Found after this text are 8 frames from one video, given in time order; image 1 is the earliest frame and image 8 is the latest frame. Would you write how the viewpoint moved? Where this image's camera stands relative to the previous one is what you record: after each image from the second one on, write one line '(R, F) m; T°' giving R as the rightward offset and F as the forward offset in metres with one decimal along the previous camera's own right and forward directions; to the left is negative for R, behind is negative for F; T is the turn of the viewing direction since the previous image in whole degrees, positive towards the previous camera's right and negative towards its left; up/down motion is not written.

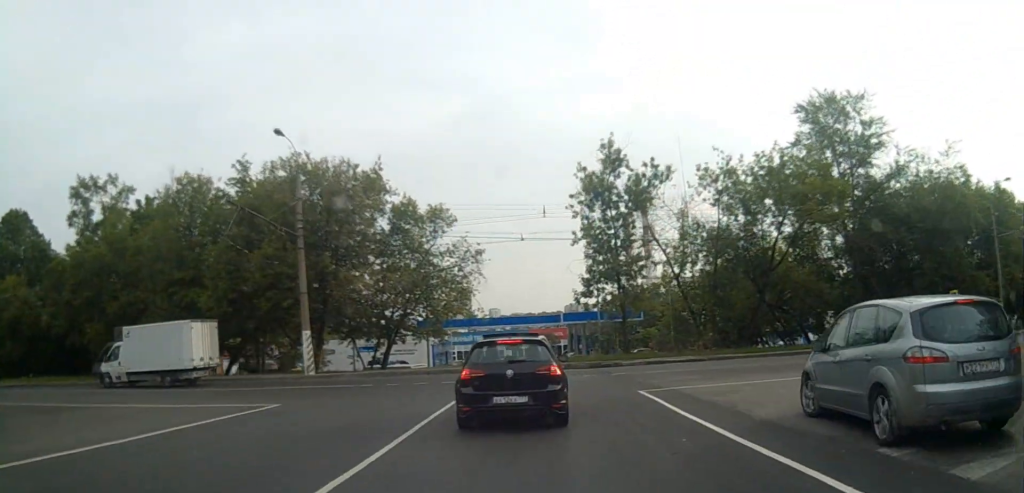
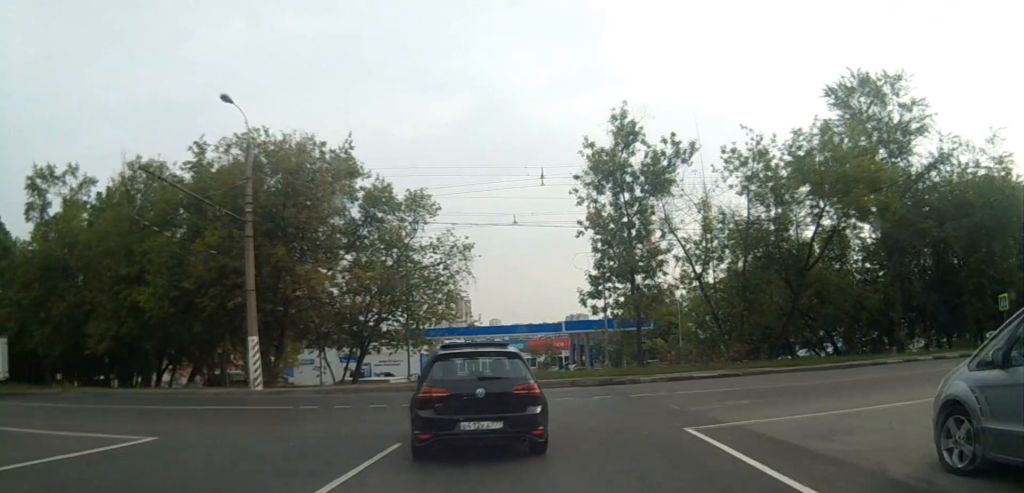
(-0.6, +5.8) m; -5°
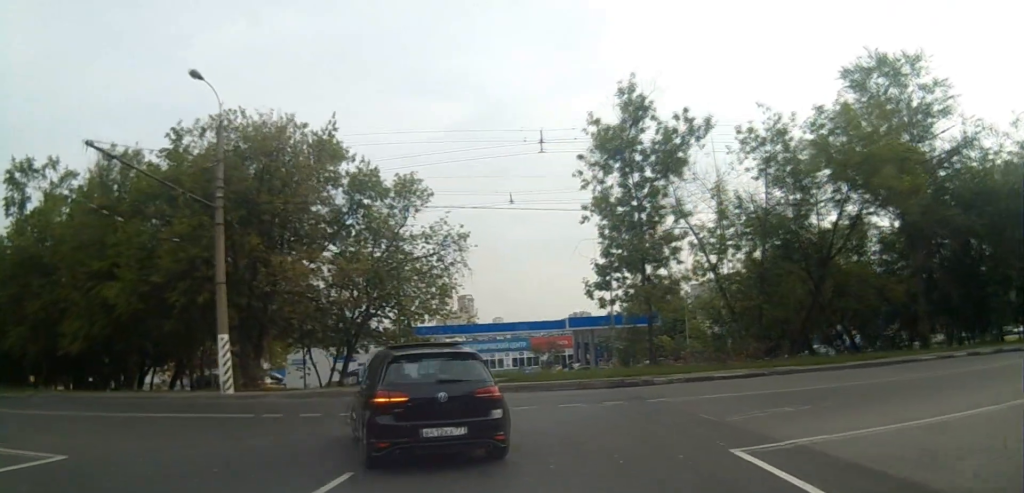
(0.0, +2.4) m; 0°
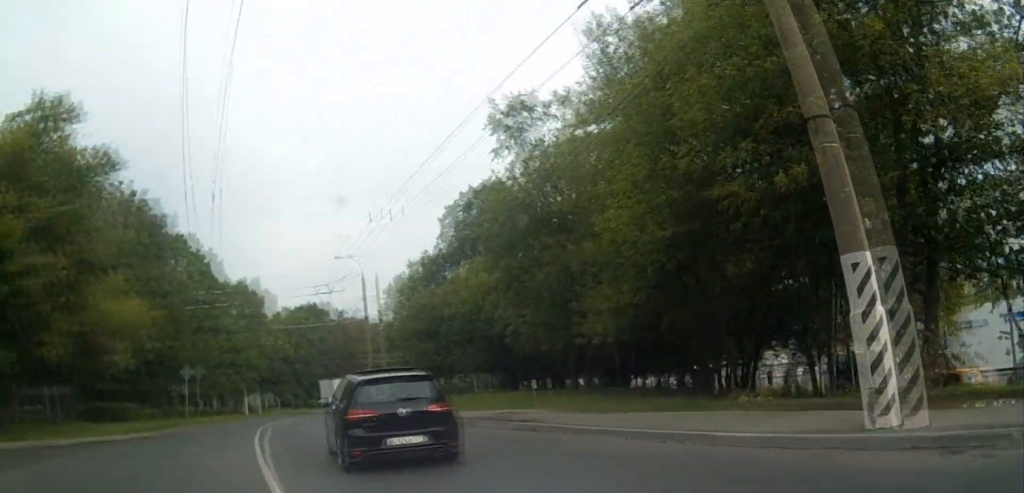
(-1.1, +12.9) m; -14°
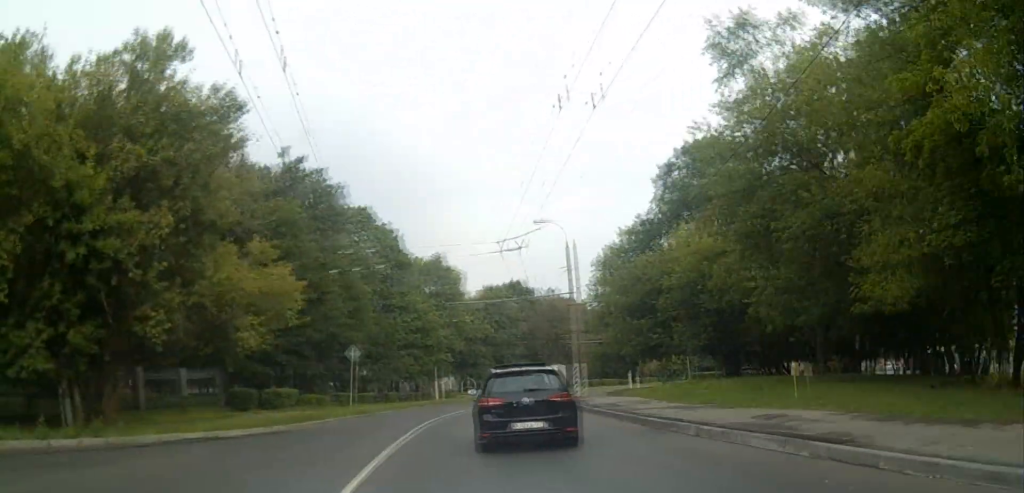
(-0.3, +4.7) m; -11°
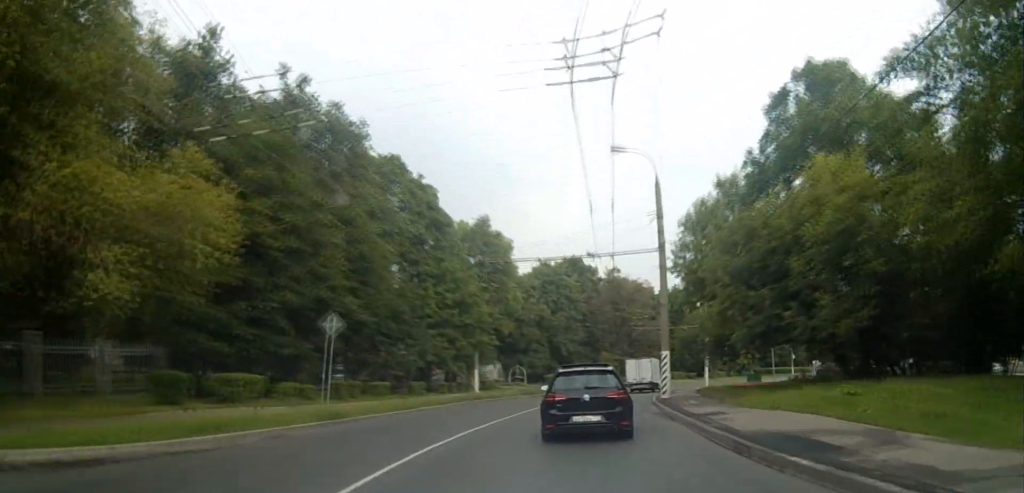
(-0.4, +7.3) m; -20°
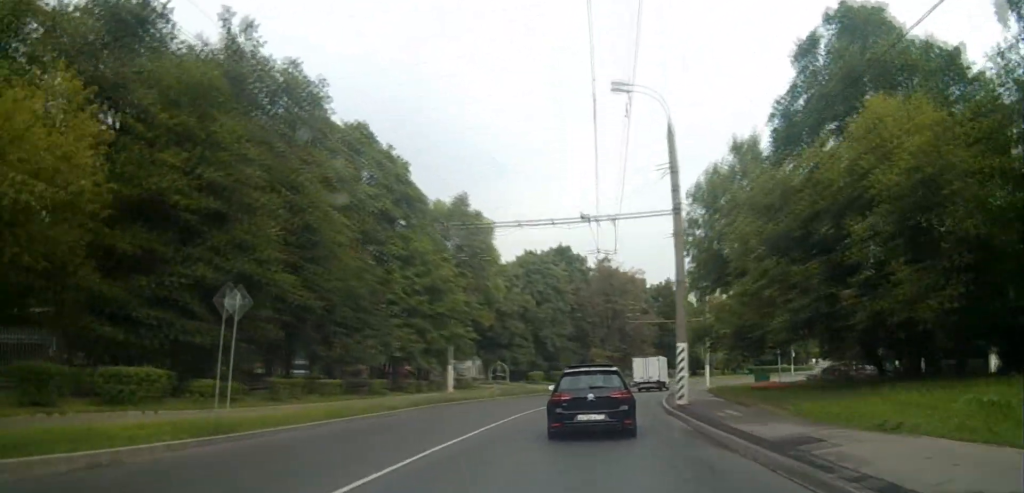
(-1.1, +4.2) m; -8°
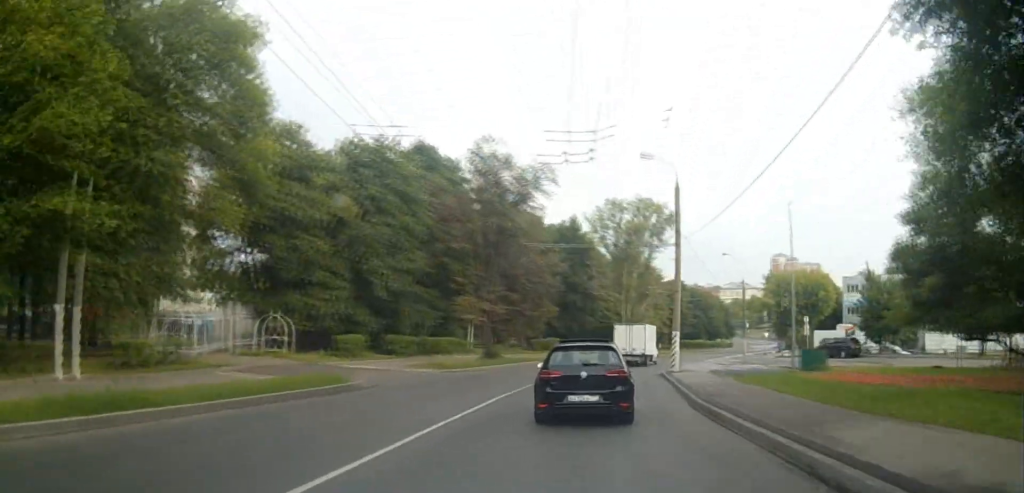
(-2.5, +16.0) m; -9°
